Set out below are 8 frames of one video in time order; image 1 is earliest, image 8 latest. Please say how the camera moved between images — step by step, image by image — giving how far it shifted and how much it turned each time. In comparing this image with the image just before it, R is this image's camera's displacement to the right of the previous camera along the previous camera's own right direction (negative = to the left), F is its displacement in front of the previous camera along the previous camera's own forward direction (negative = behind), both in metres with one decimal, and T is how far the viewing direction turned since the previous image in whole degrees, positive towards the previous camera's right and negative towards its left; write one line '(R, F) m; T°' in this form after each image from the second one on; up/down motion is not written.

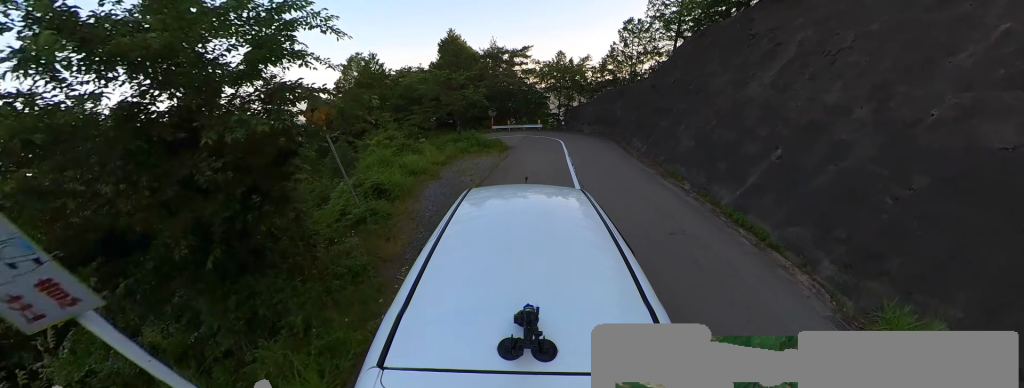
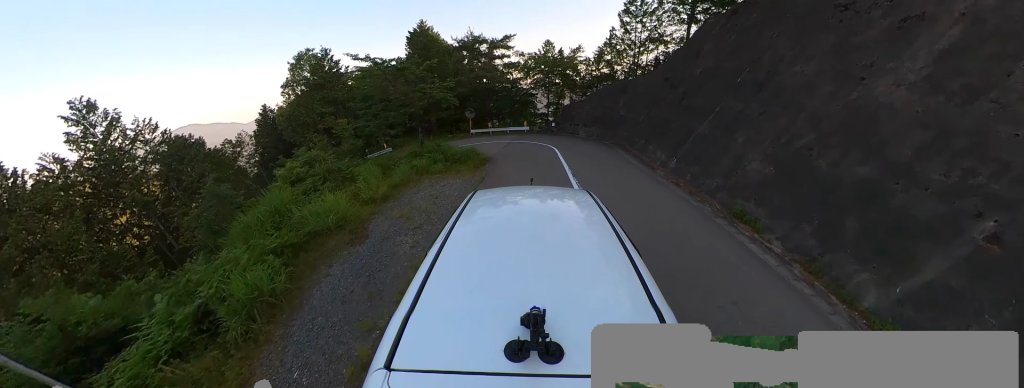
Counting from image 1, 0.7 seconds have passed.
(+0.7, +5.0) m; +7°
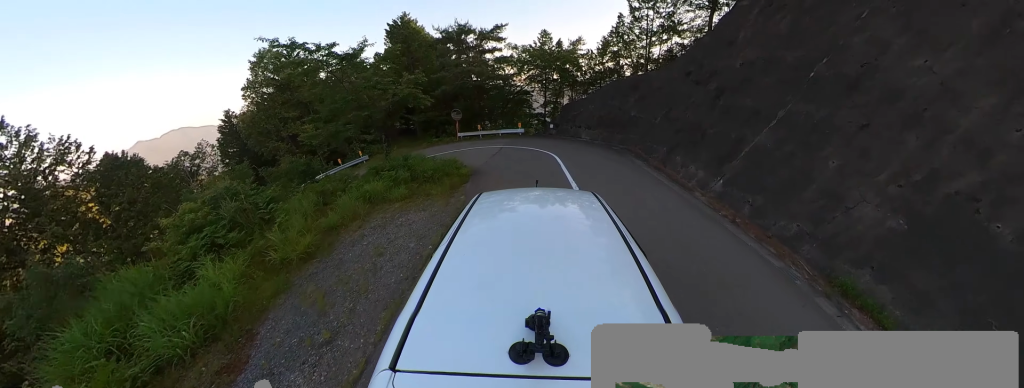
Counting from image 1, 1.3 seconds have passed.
(+0.1, +3.3) m; -1°
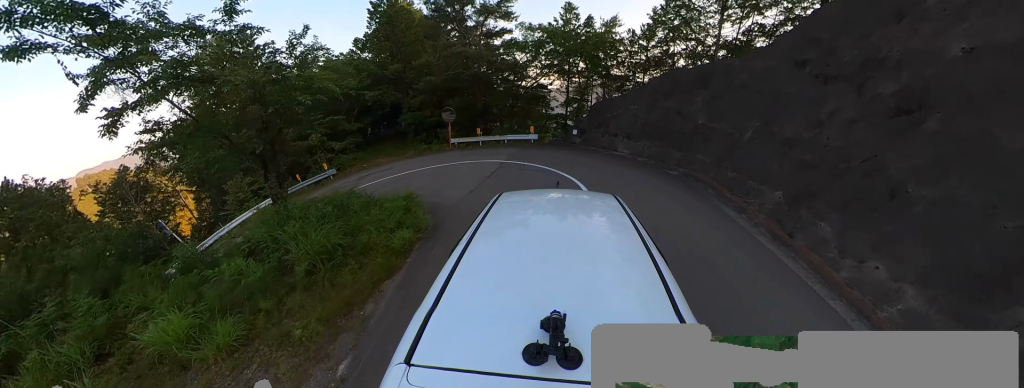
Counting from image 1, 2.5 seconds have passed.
(-0.4, +6.1) m; -18°
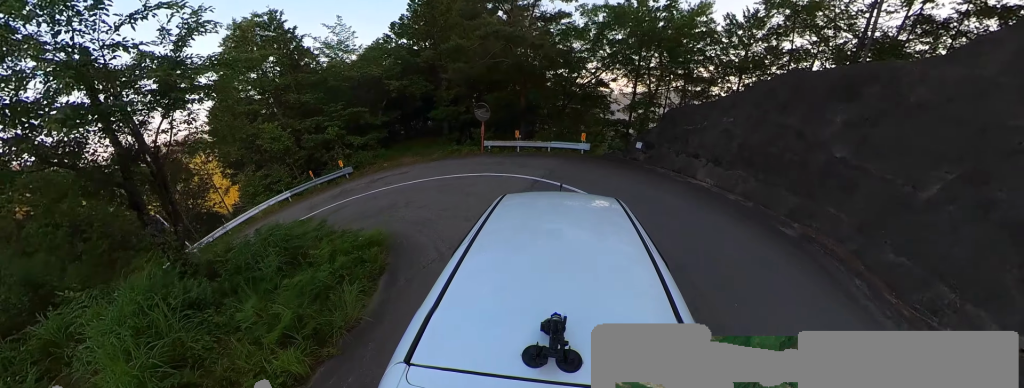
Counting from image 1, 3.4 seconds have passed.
(-0.8, +3.4) m; -13°
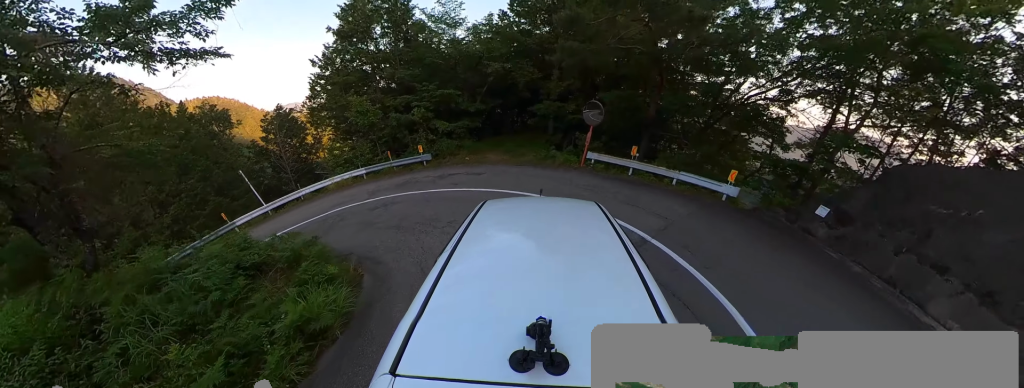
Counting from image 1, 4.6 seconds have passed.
(+0.1, +3.6) m; -21°
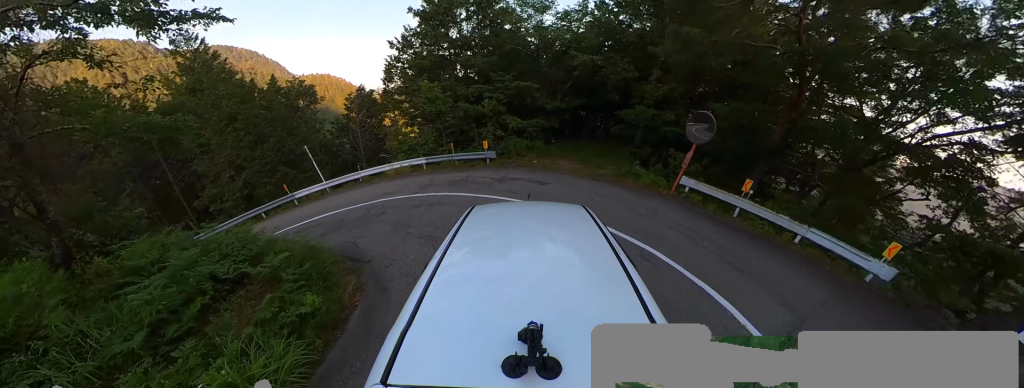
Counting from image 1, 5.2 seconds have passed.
(-0.3, +1.2) m; -31°
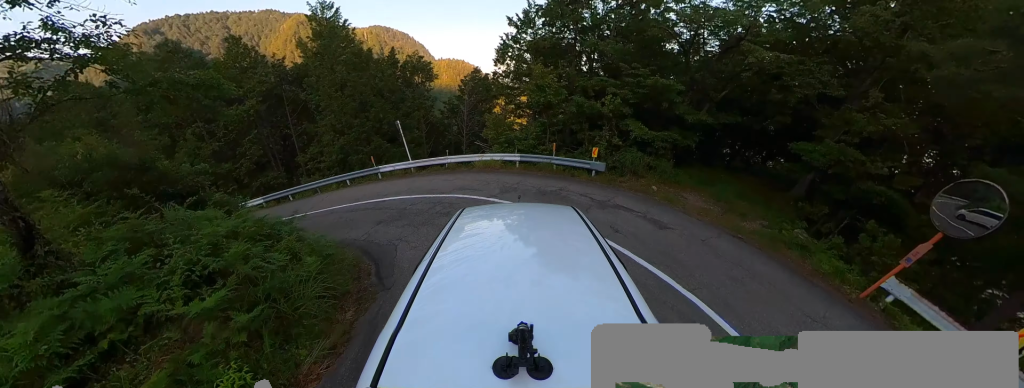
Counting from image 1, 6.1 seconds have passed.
(-1.3, +1.8) m; -49°
